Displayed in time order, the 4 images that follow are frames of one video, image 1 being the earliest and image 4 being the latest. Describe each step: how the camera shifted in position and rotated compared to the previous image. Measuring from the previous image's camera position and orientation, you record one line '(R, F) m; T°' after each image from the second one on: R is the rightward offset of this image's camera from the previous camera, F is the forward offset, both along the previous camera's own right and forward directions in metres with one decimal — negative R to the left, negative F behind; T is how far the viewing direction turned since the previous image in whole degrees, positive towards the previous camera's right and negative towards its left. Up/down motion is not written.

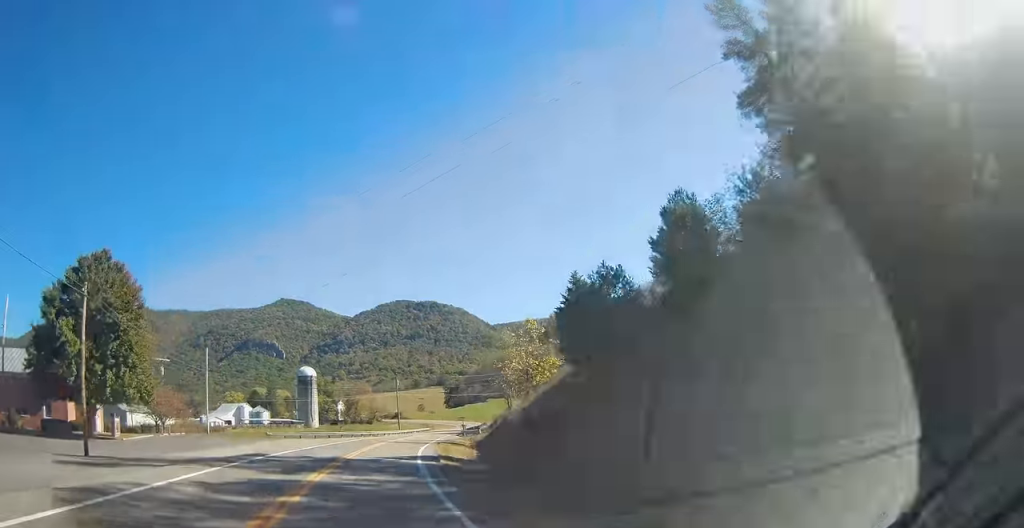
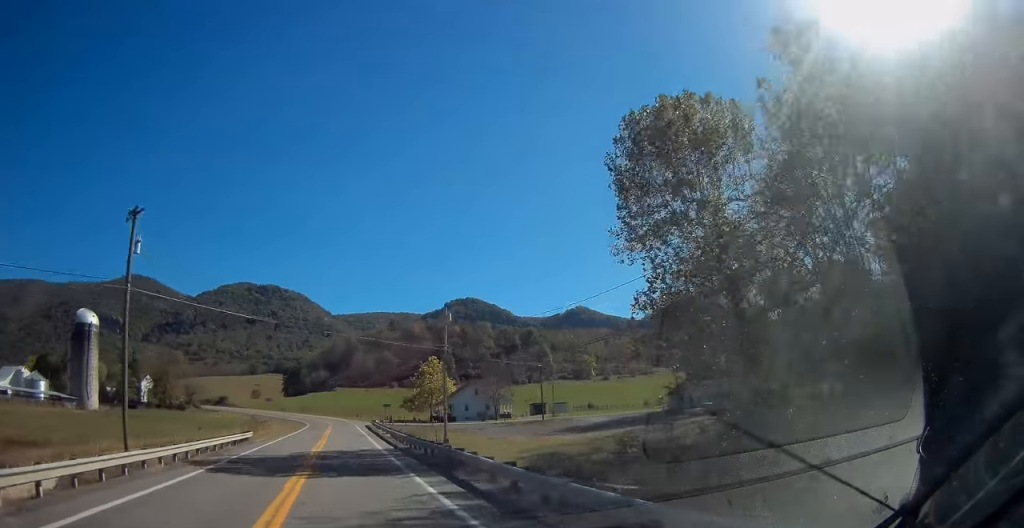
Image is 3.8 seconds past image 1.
(+15.0, +82.3) m; +16°
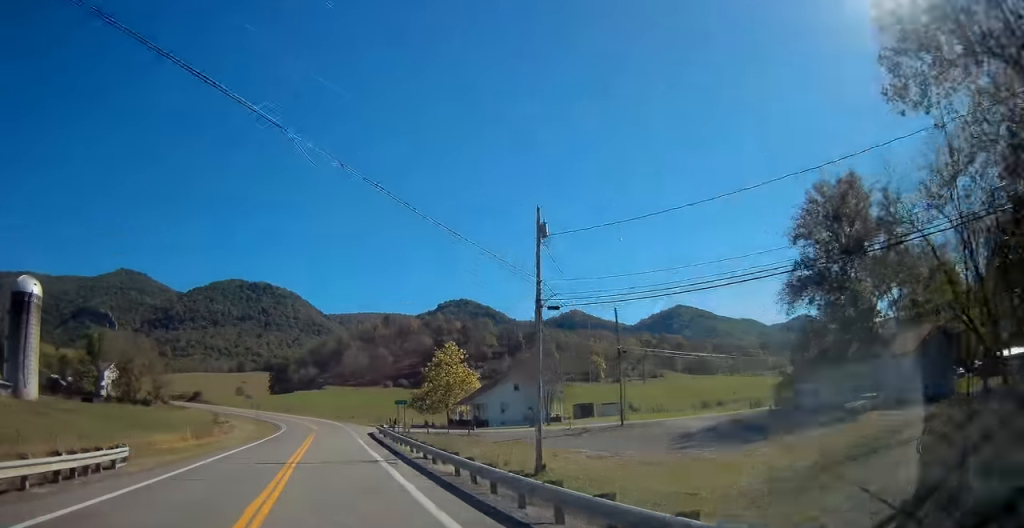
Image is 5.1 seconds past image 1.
(-0.1, +29.3) m; 0°
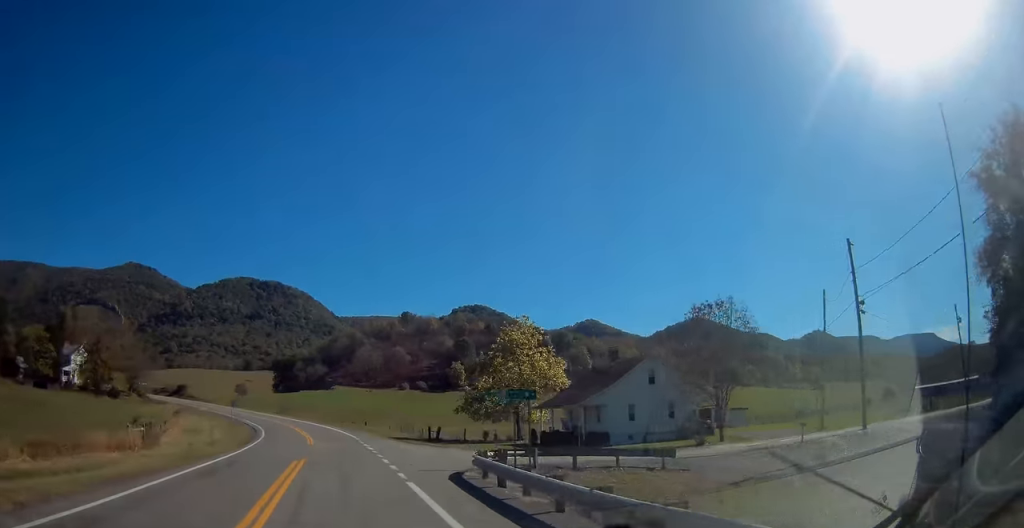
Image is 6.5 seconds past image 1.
(-0.3, +30.4) m; -2°
